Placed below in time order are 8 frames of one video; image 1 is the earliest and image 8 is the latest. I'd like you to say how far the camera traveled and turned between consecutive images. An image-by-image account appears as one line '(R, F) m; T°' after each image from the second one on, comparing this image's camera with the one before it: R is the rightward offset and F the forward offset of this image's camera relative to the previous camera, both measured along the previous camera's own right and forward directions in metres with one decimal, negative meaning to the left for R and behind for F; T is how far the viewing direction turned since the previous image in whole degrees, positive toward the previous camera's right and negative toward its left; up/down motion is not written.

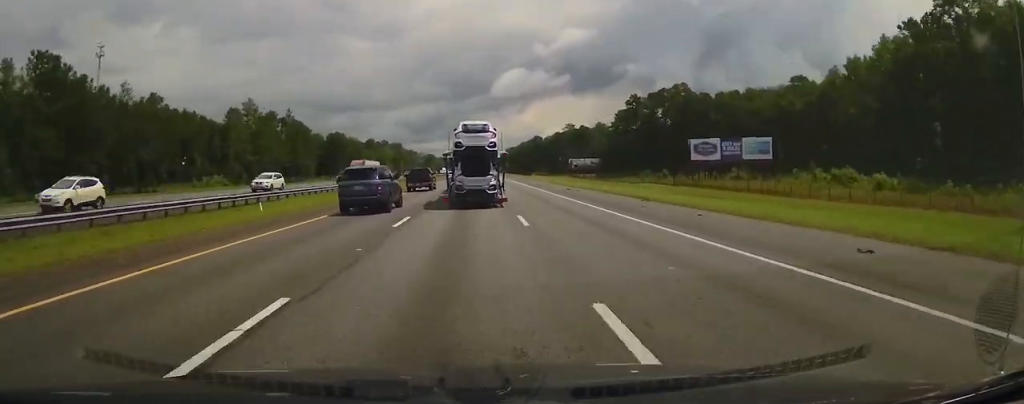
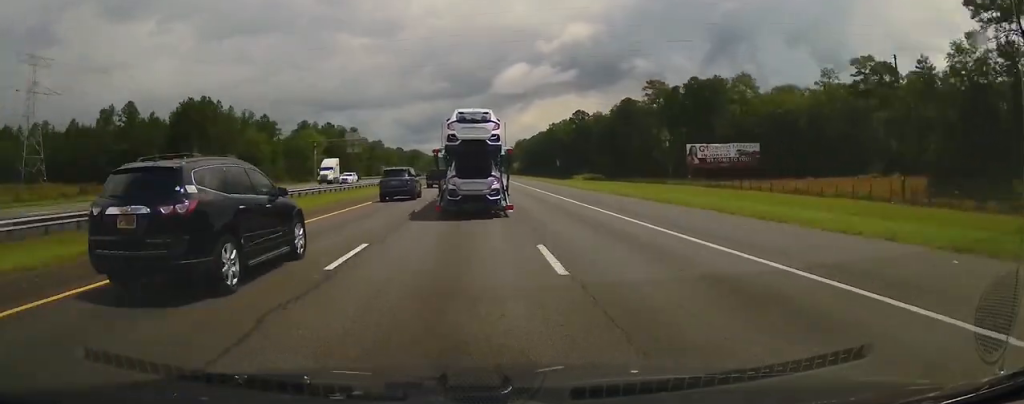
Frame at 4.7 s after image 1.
(-1.1, +158.4) m; -1°
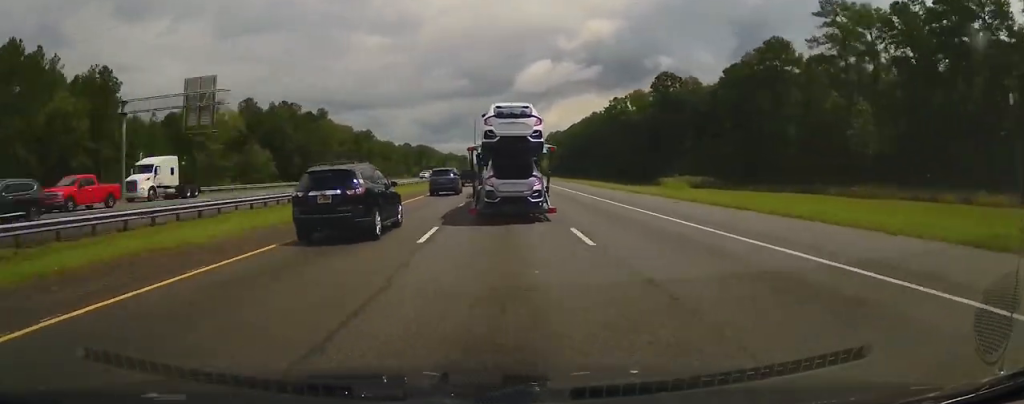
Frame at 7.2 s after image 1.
(-1.1, +86.0) m; 0°
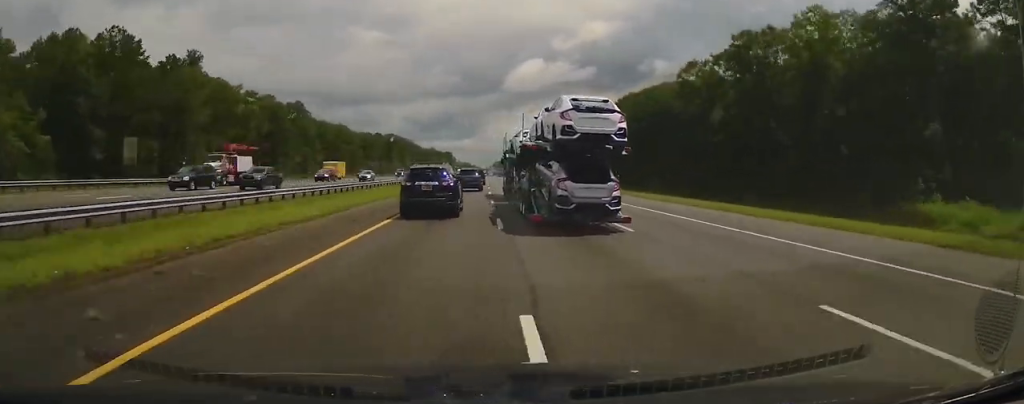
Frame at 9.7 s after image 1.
(+0.9, +87.2) m; +1°
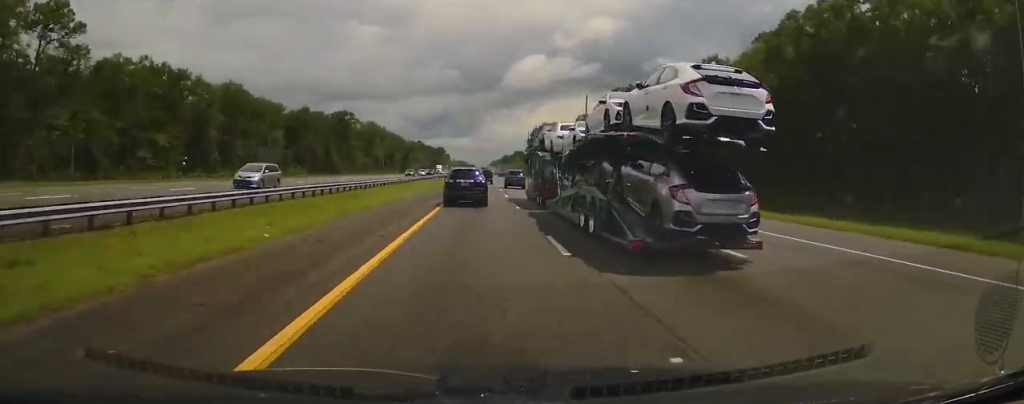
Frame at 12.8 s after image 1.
(+0.7, +106.6) m; 0°
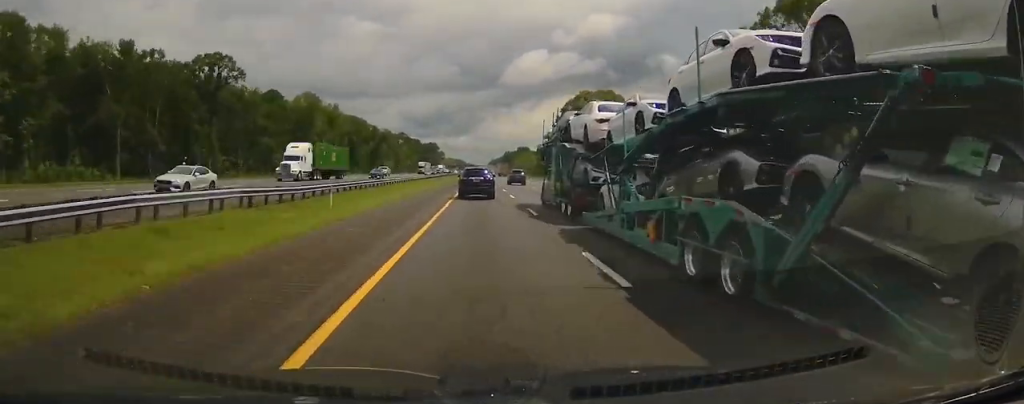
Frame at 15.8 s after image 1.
(+0.3, +102.9) m; 0°
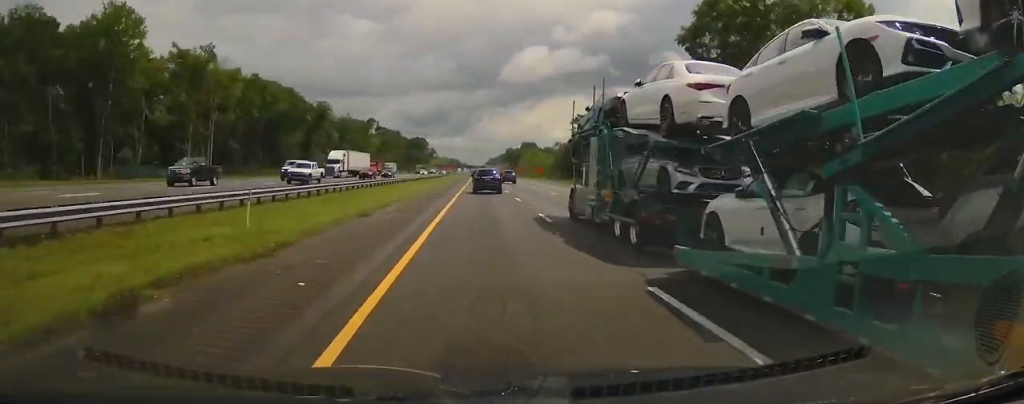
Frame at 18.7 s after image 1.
(-0.3, +103.7) m; 0°
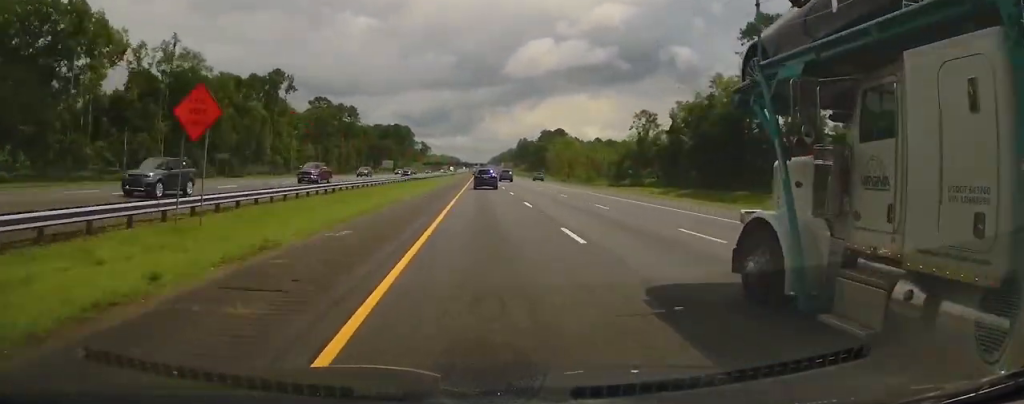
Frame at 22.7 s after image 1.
(+0.2, +143.0) m; 0°
